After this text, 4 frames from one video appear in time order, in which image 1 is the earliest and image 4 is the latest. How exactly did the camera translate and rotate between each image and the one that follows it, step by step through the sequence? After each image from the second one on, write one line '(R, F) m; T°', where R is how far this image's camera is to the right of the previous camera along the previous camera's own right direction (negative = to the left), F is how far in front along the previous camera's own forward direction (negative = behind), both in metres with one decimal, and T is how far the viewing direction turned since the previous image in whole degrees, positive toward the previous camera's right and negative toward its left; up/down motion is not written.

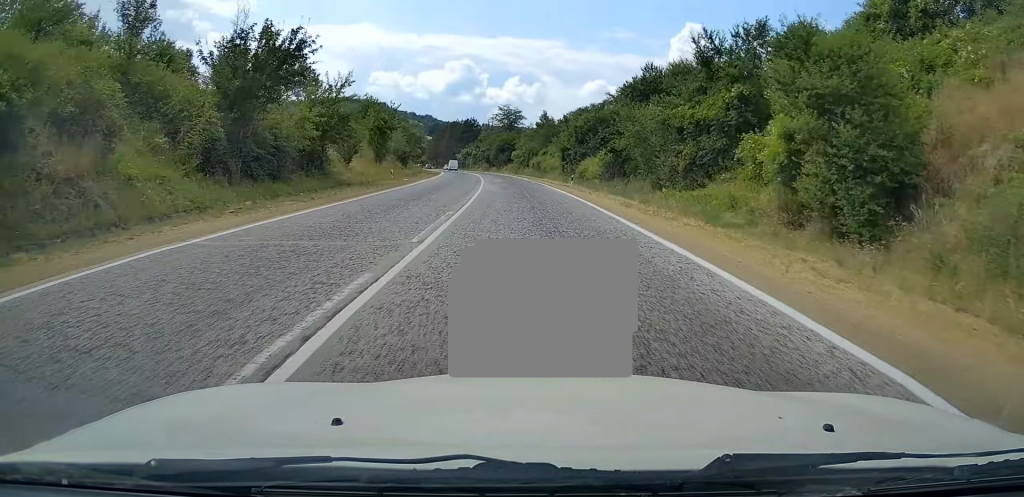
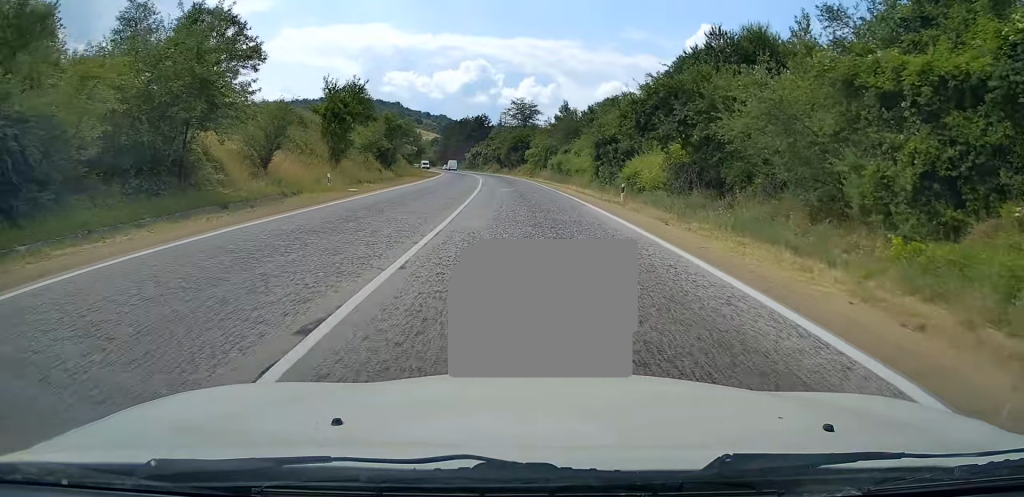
(-0.3, +16.9) m; -1°
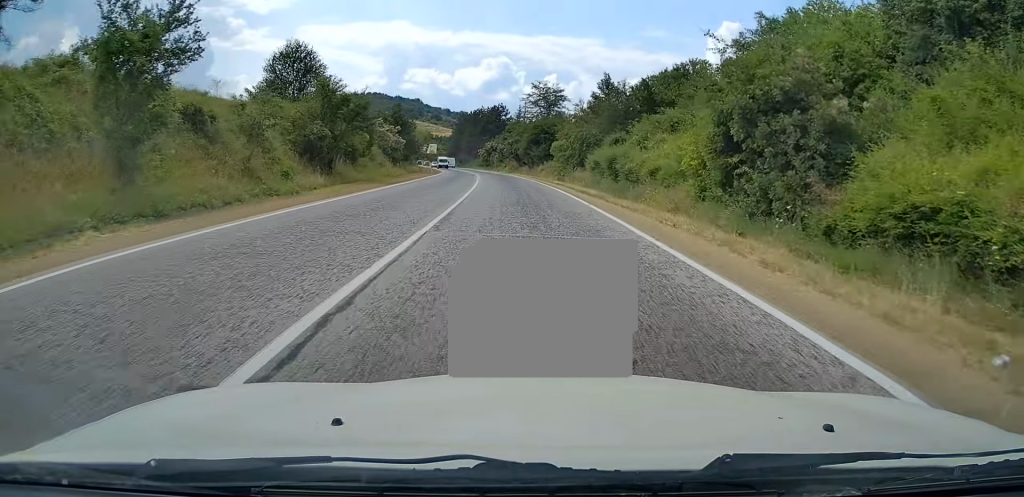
(-0.2, +24.2) m; -2°
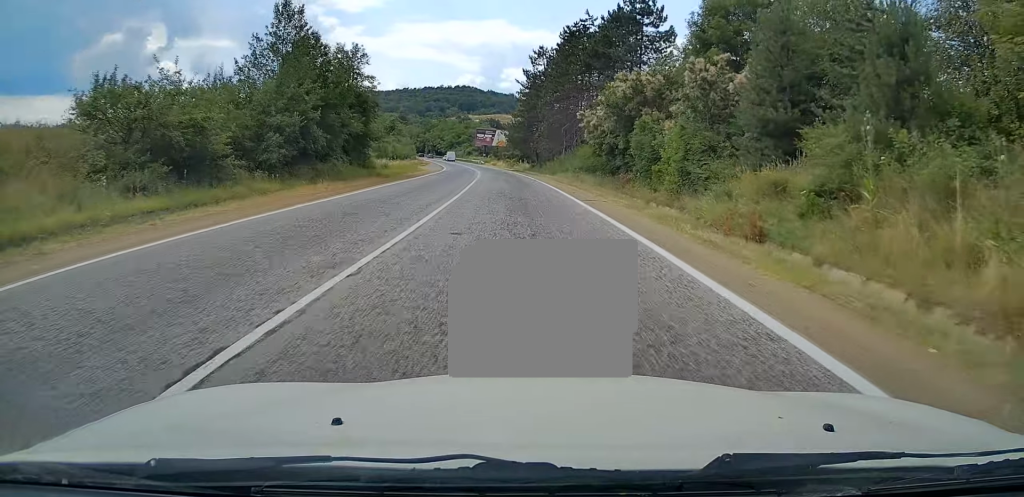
(-9.0, +105.0) m; -9°
